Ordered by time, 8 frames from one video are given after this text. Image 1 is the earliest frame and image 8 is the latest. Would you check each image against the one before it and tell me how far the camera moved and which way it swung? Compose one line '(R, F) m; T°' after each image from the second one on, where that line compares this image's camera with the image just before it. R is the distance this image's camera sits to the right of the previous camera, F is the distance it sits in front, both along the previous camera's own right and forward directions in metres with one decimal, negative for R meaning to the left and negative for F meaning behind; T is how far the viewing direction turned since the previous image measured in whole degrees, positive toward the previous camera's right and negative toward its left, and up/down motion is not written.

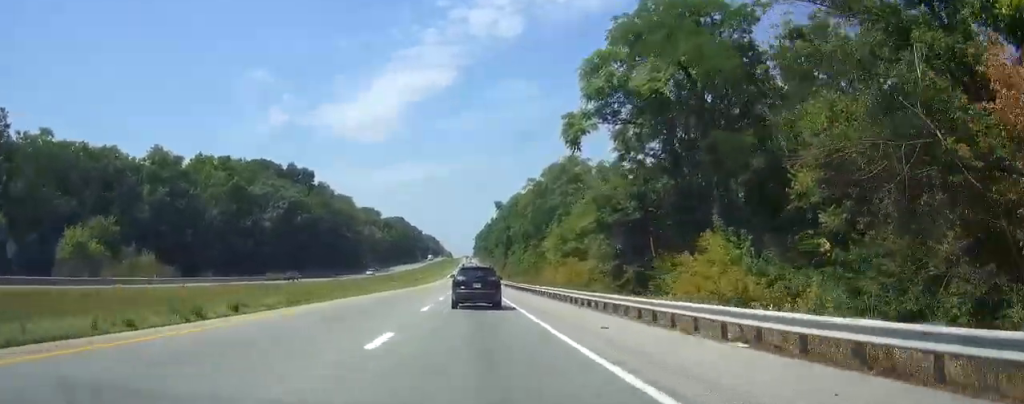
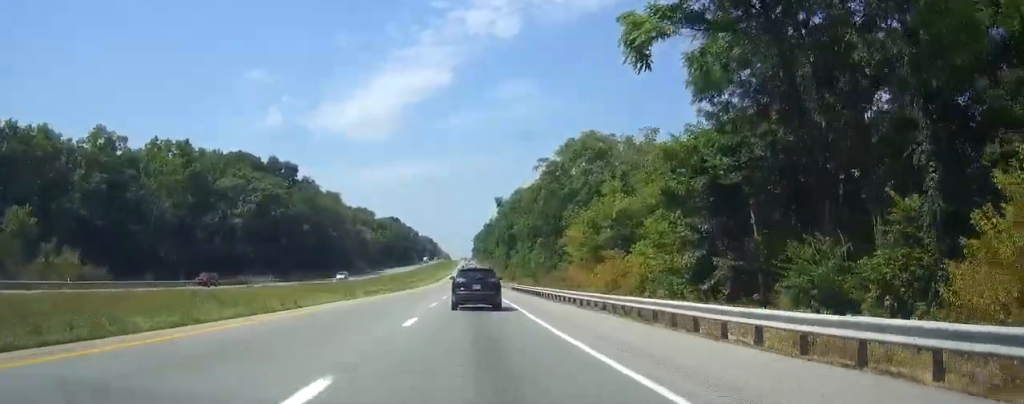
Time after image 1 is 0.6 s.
(0.0, +18.7) m; 0°
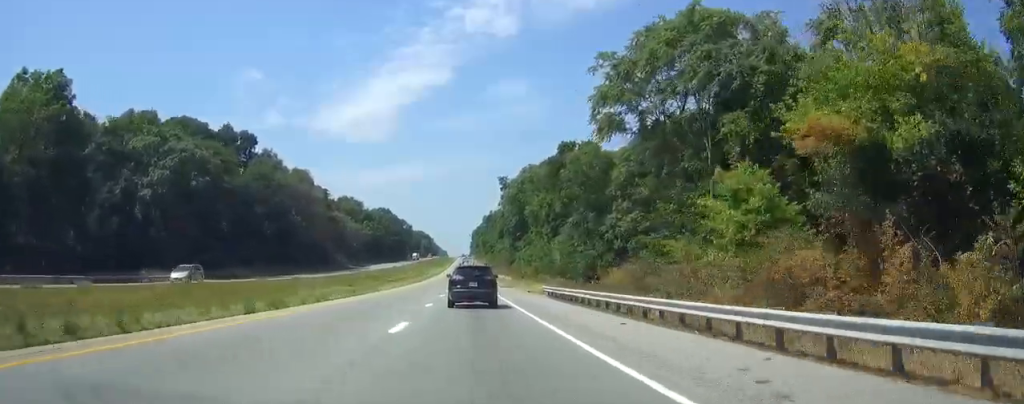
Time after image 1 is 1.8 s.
(0.0, +38.8) m; 0°
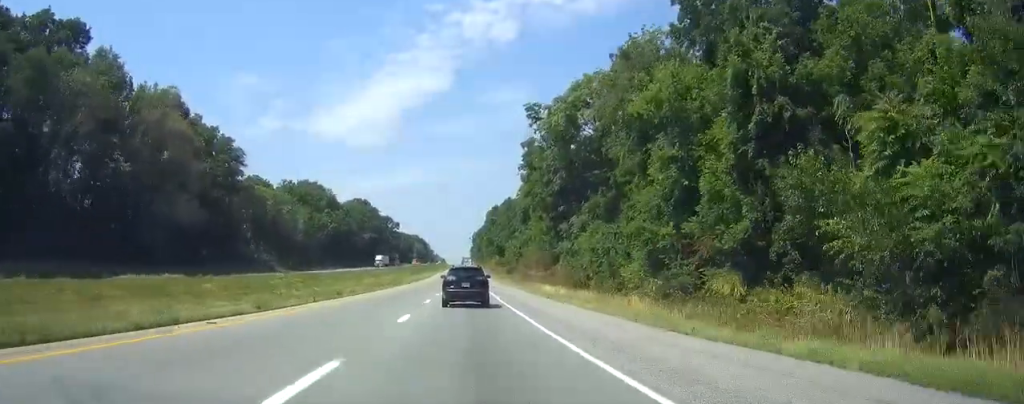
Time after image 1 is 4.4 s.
(-0.1, +81.6) m; 0°
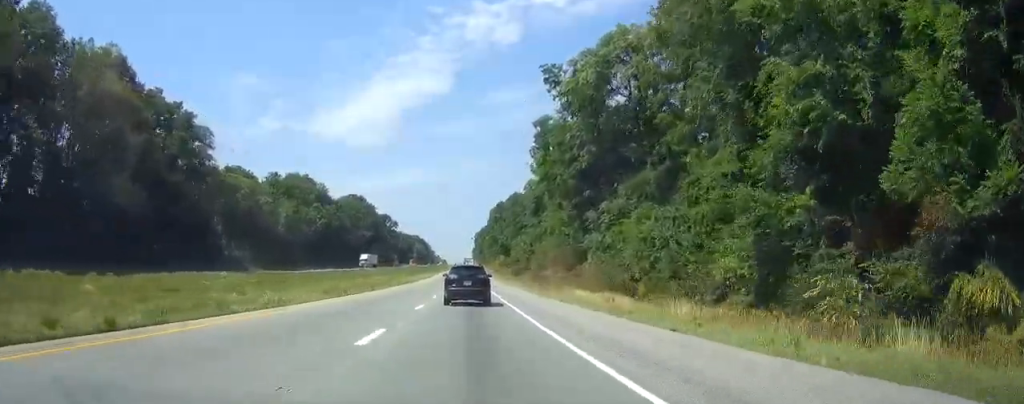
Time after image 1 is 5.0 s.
(+0.1, +19.1) m; 0°
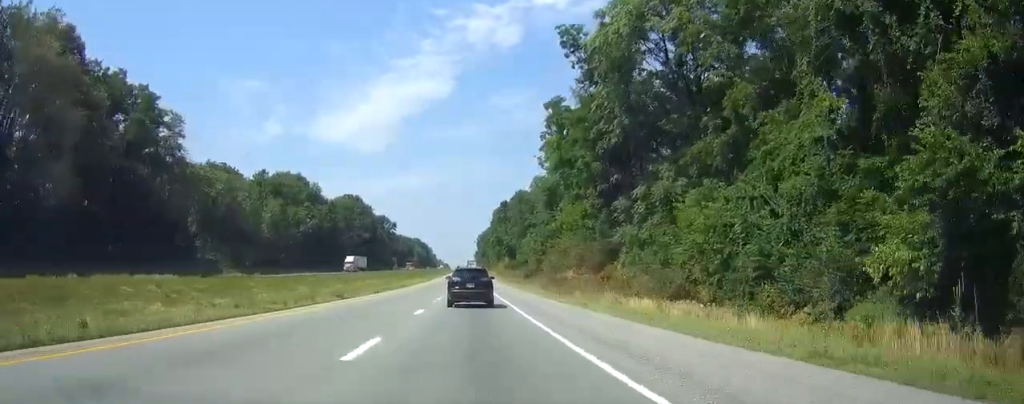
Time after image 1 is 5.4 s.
(+0.1, +13.8) m; 0°
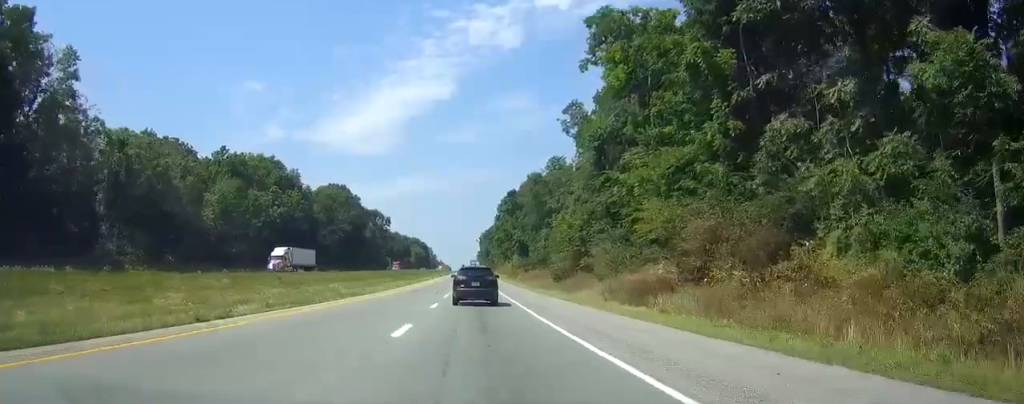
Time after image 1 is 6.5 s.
(-0.3, +33.0) m; -1°
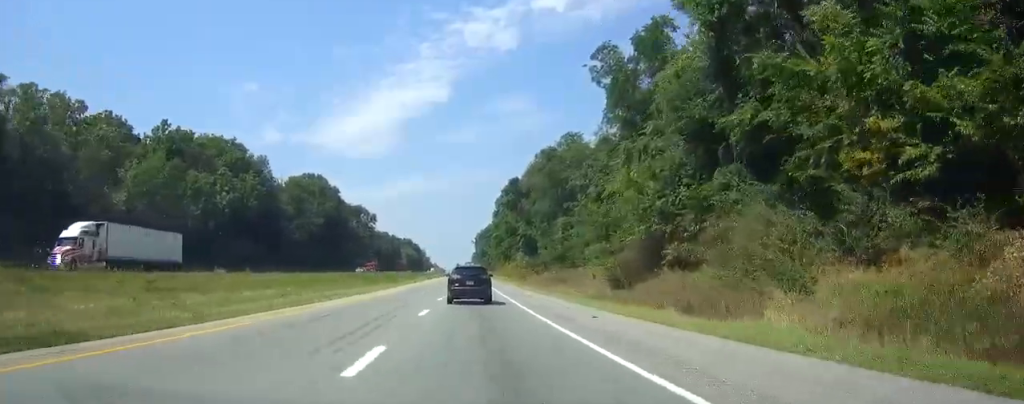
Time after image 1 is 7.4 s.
(-0.2, +29.8) m; 0°
